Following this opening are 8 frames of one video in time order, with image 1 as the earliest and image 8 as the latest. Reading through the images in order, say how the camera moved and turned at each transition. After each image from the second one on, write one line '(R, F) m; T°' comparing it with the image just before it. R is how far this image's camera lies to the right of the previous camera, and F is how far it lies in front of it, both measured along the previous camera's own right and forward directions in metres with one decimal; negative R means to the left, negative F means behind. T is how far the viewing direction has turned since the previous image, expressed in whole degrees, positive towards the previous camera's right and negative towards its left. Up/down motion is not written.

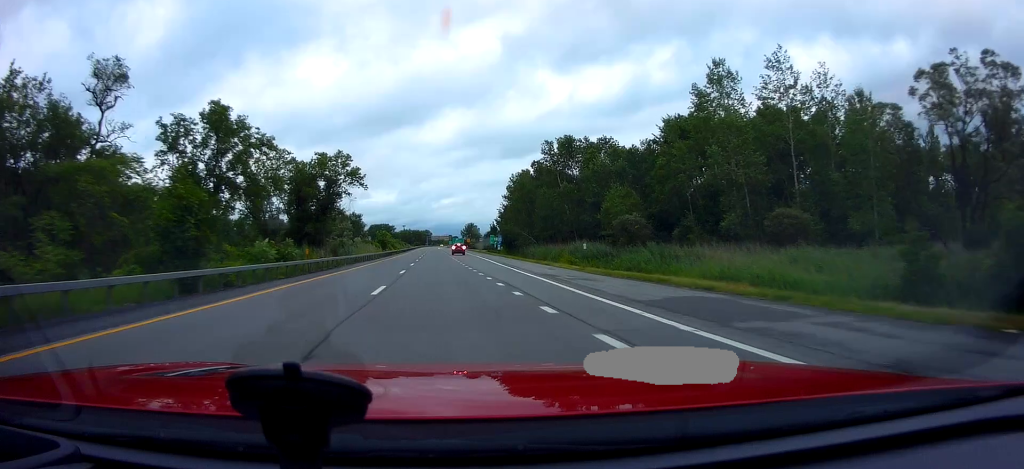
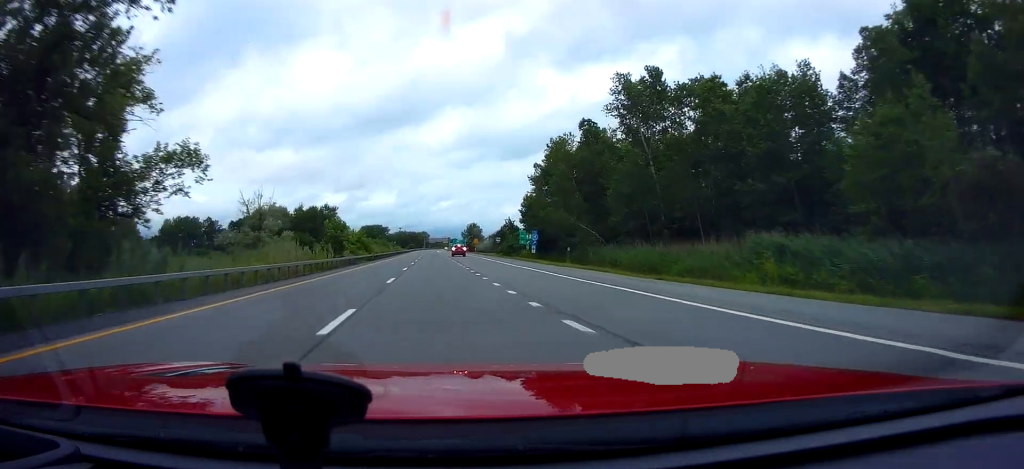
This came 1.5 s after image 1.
(-0.9, +43.0) m; -2°
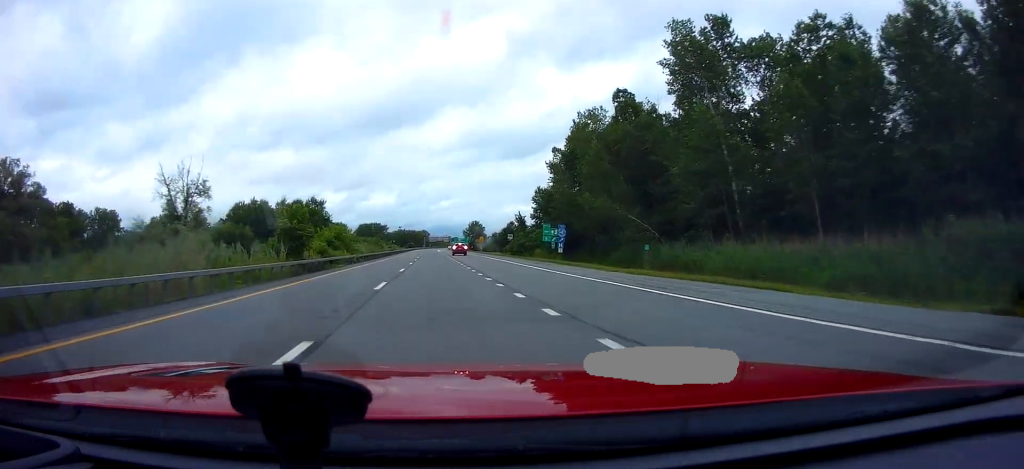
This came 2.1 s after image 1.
(+0.2, +16.0) m; 0°
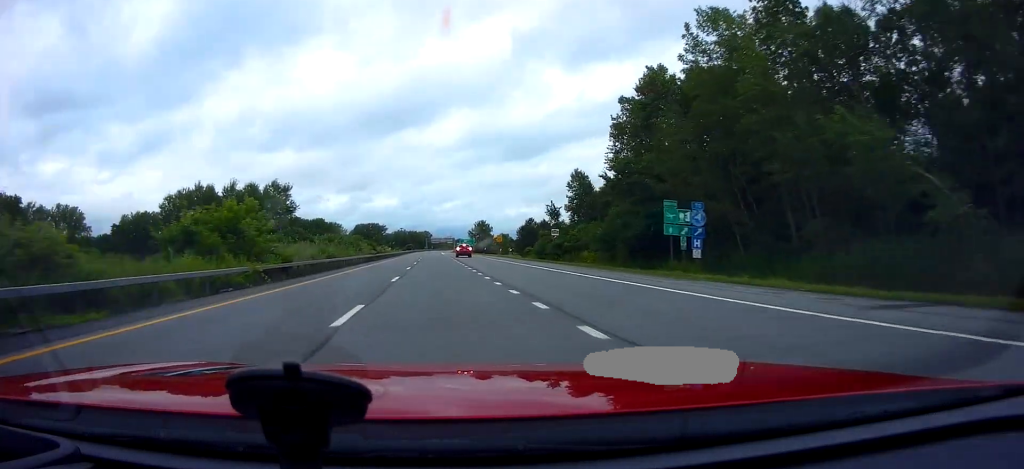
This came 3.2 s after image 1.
(-0.2, +31.8) m; 0°
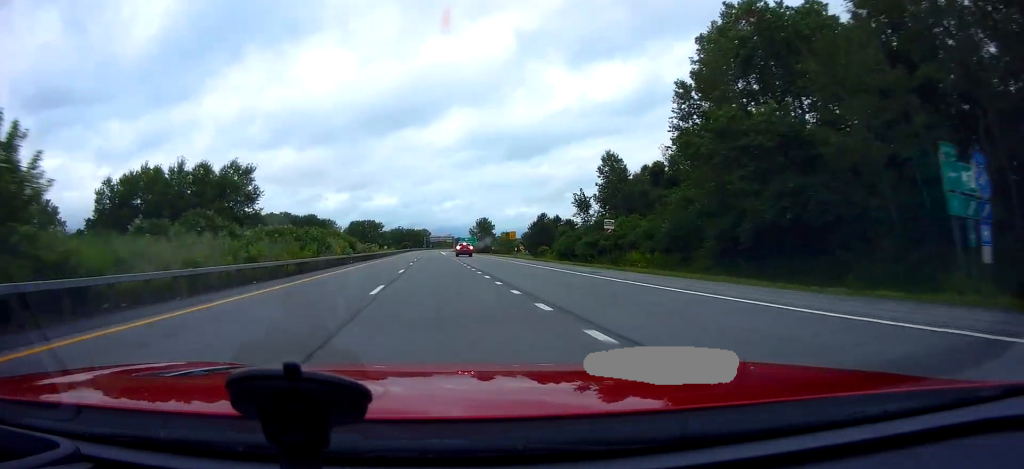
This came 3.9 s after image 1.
(+0.1, +18.7) m; 0°
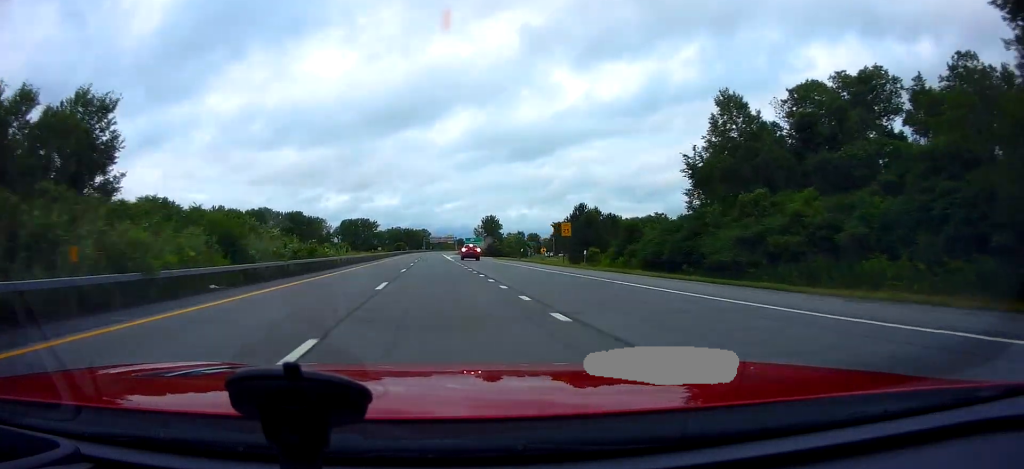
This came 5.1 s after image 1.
(-0.1, +34.4) m; +1°
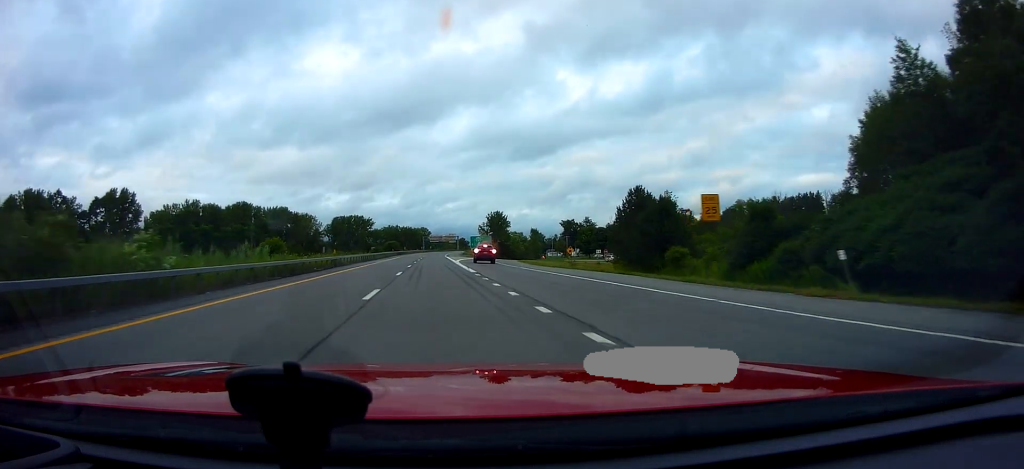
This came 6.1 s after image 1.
(+0.7, +27.8) m; +1°
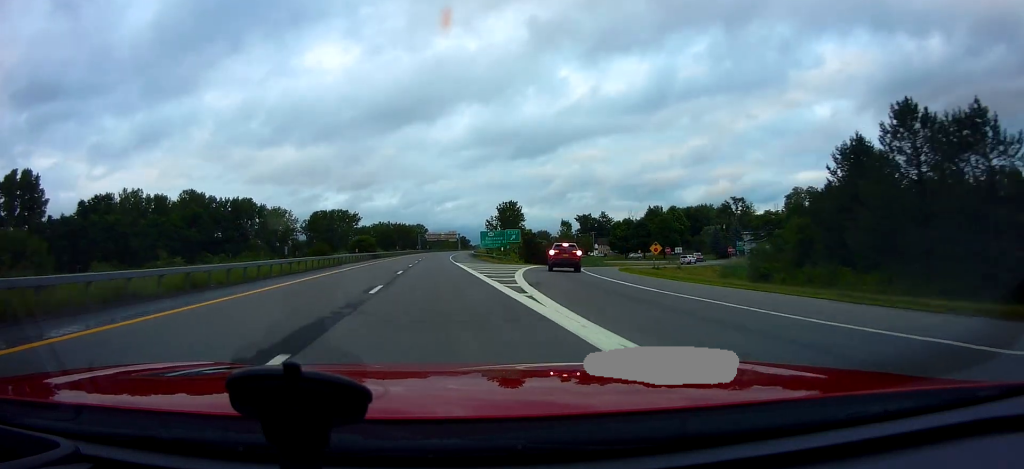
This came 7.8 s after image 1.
(-0.4, +46.2) m; 0°
